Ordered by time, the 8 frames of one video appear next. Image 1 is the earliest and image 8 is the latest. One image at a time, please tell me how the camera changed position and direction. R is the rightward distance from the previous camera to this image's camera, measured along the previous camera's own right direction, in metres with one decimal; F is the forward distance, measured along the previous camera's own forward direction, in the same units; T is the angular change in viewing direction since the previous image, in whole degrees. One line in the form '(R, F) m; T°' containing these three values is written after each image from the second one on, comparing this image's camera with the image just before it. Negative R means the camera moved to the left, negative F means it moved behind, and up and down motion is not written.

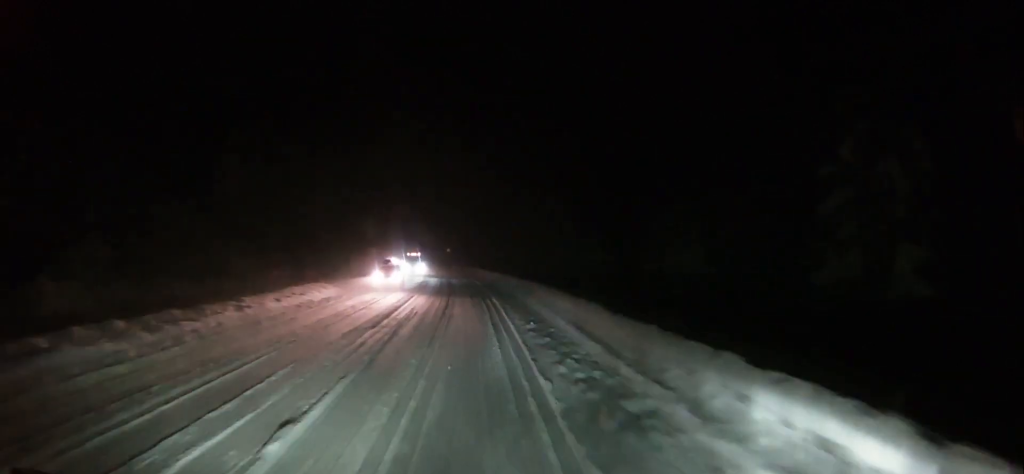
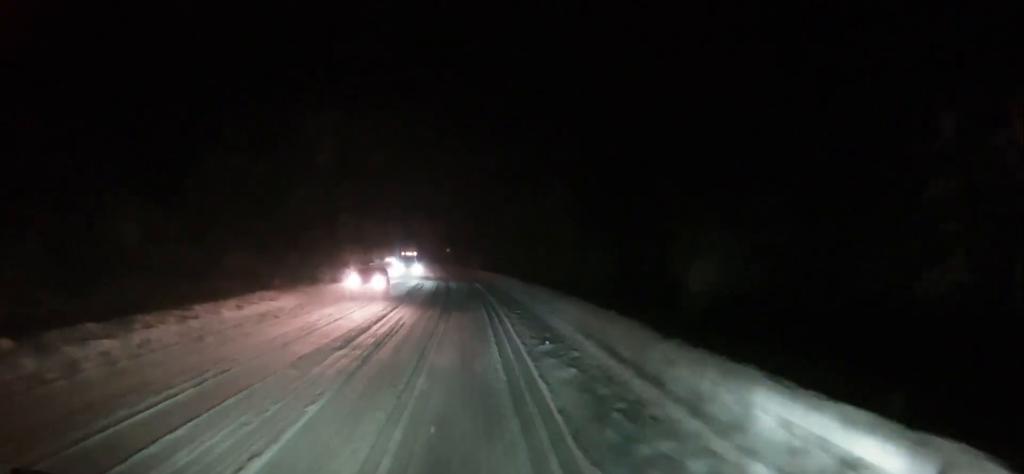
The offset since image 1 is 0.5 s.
(+0.1, +5.3) m; 0°
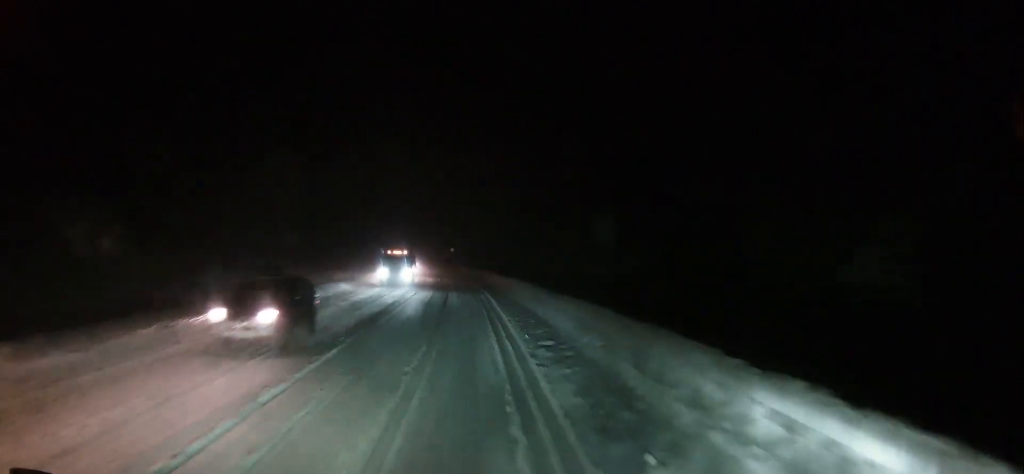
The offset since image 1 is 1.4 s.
(-0.3, +10.9) m; 0°
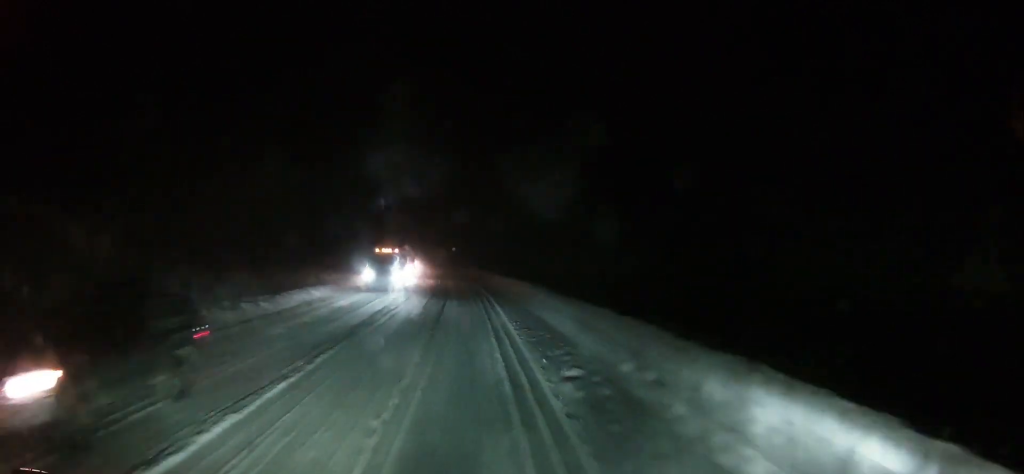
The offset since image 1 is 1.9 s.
(+0.1, +4.8) m; 0°
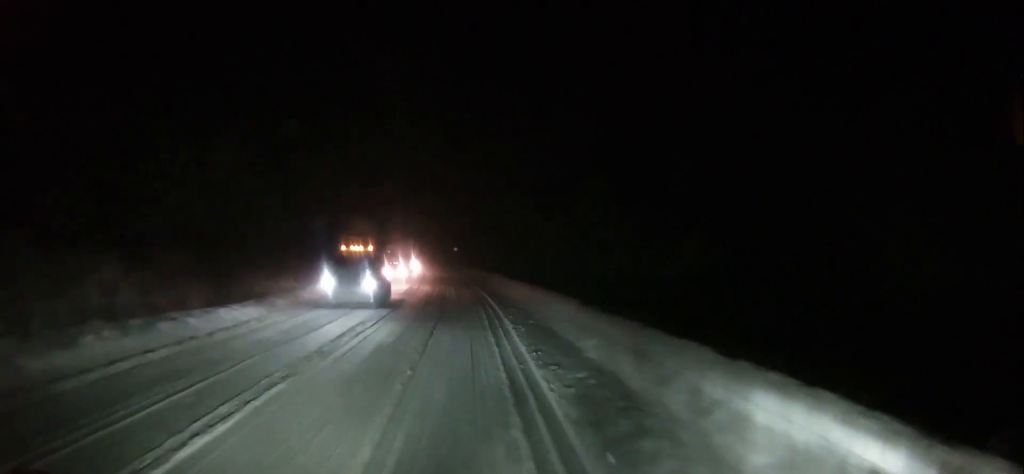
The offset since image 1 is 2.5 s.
(+0.2, +7.4) m; -1°
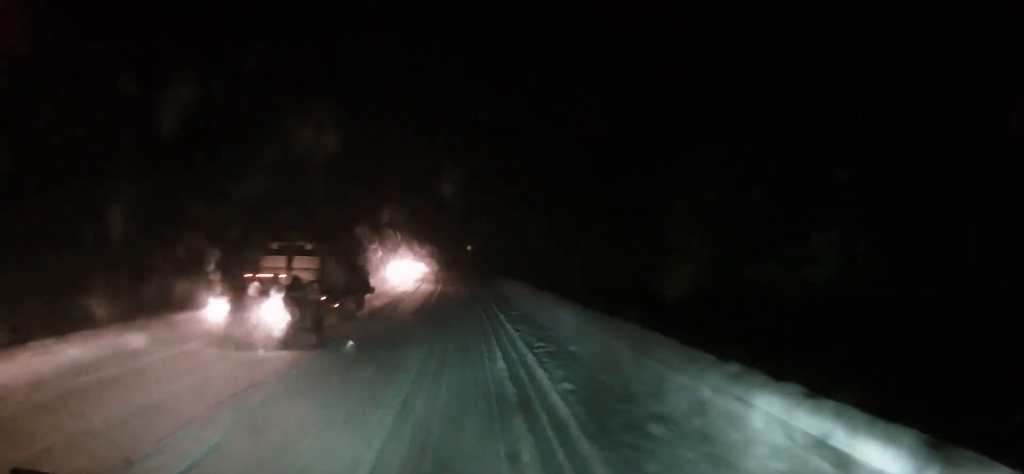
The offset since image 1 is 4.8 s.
(-0.3, +25.4) m; +1°
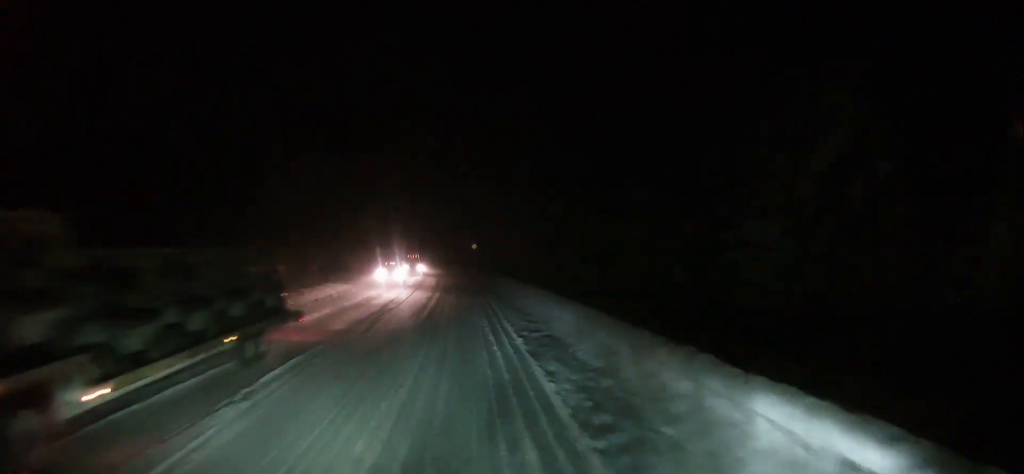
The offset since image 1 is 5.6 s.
(+0.1, +8.7) m; 0°
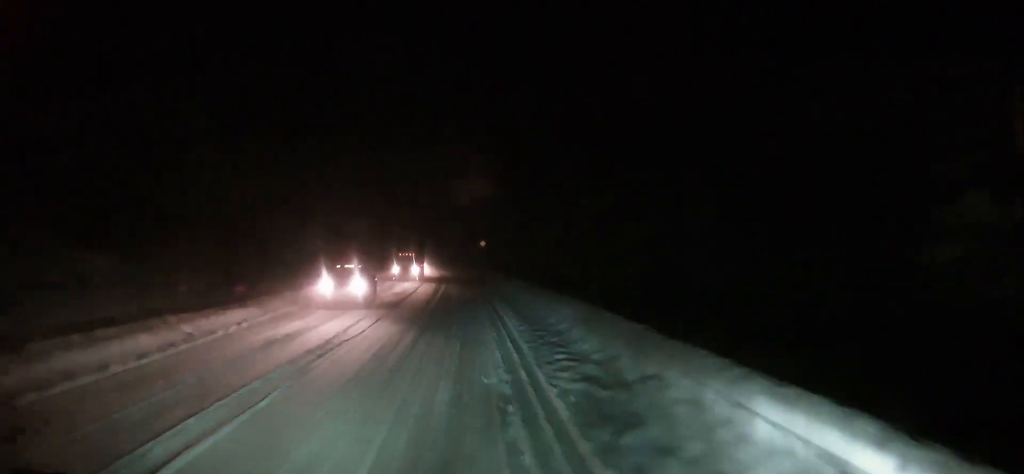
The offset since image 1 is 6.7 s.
(-0.3, +12.5) m; -2°
